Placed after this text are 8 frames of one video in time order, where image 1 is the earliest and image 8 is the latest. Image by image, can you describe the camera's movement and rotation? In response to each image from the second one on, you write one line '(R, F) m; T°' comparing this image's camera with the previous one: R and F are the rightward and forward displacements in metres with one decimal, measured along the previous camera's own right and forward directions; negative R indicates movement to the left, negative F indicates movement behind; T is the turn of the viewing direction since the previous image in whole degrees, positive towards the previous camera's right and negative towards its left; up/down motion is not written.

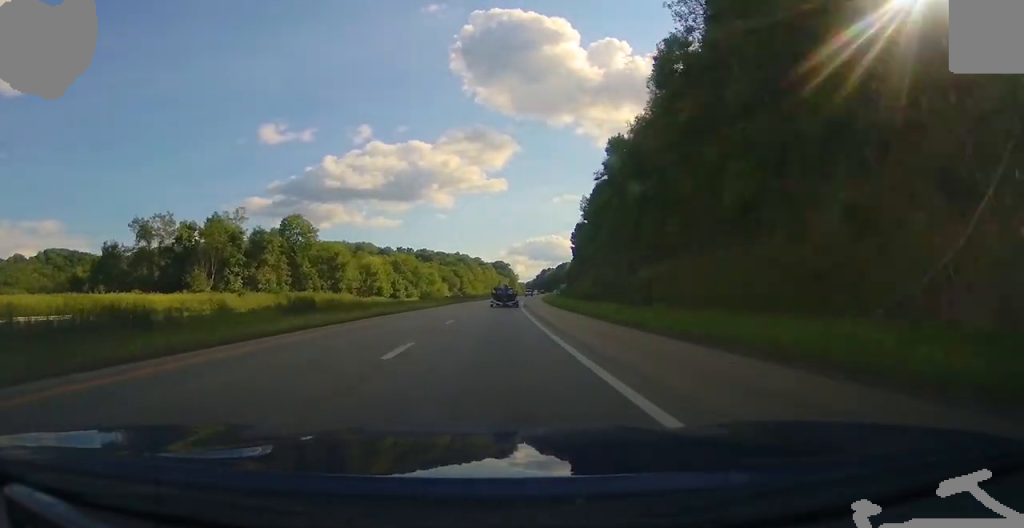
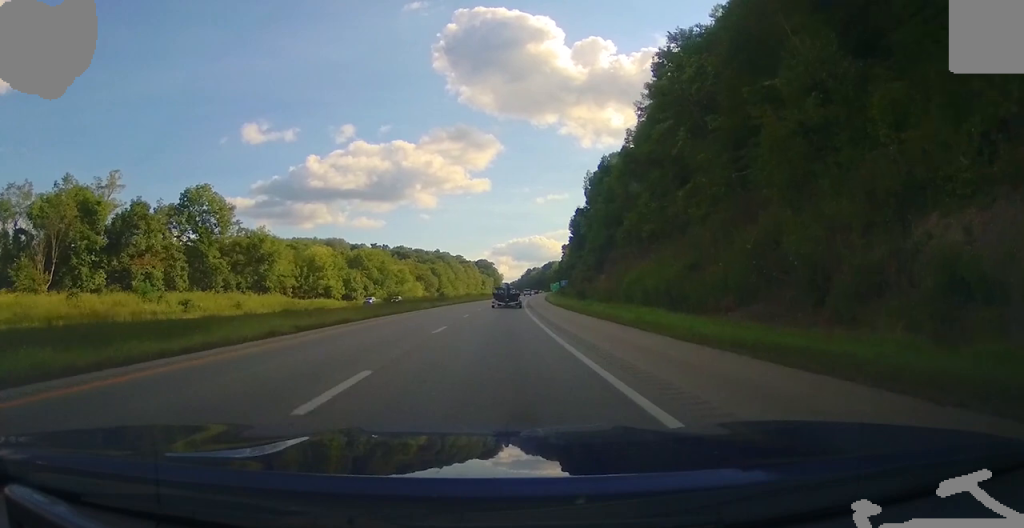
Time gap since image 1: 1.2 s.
(+0.7, +42.0) m; +3°
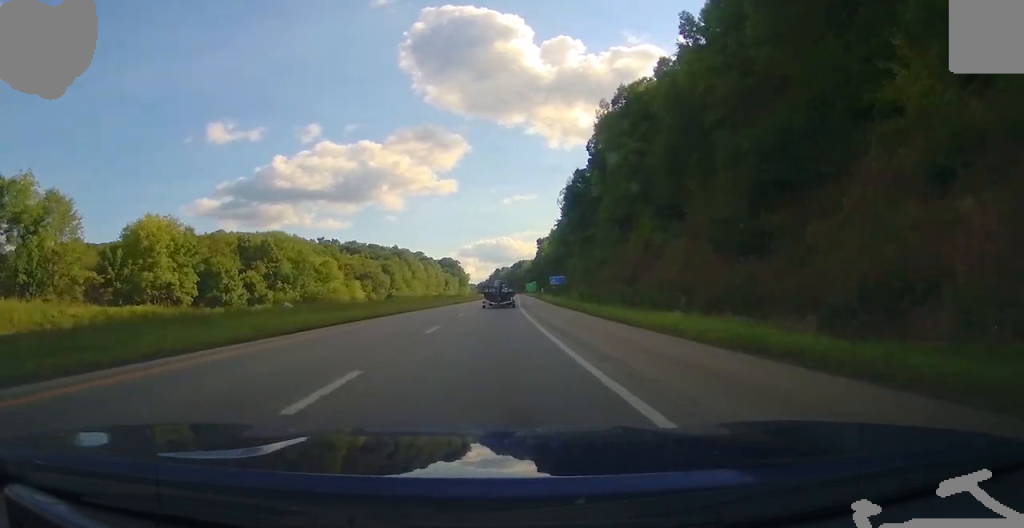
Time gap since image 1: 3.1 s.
(+2.1, +61.2) m; +3°
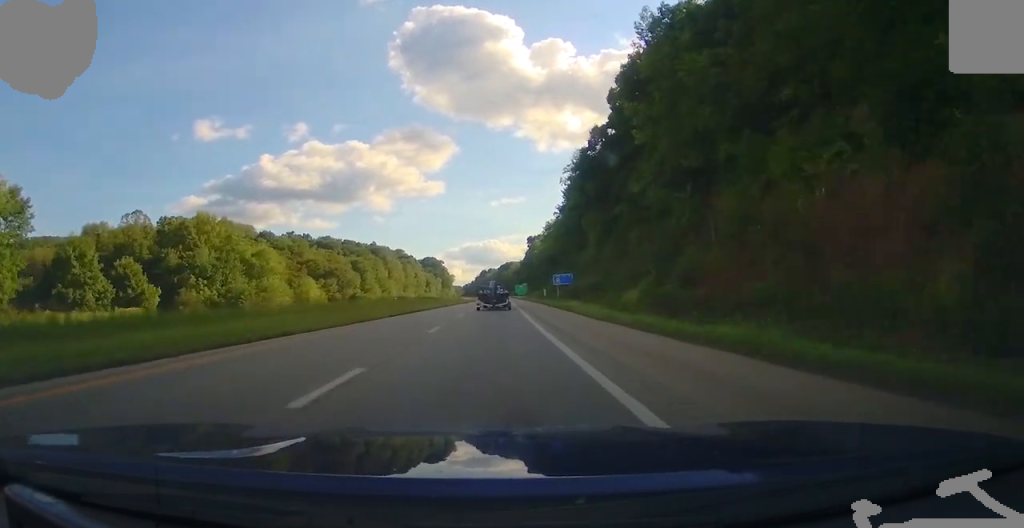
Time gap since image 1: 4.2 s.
(0.0, +36.2) m; +1°
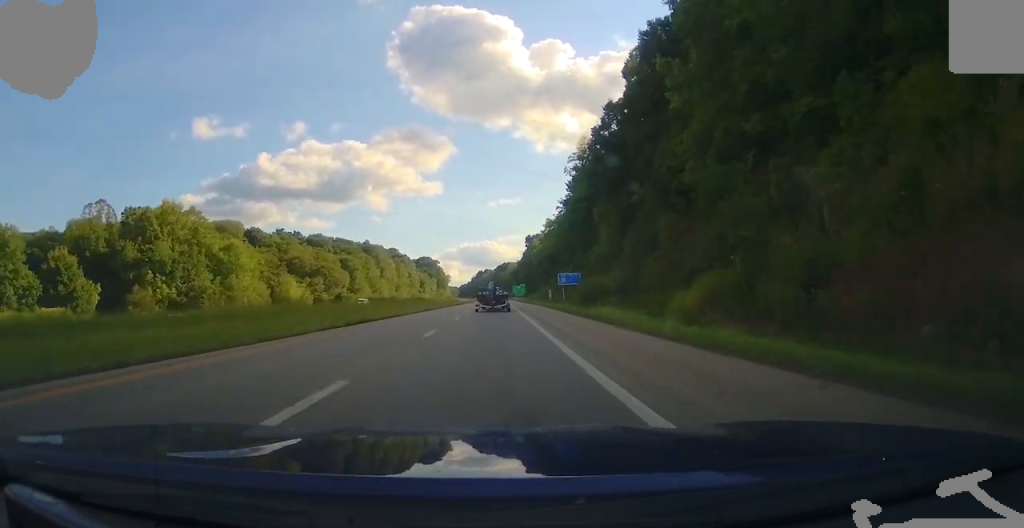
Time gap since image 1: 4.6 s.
(-0.1, +13.1) m; 0°
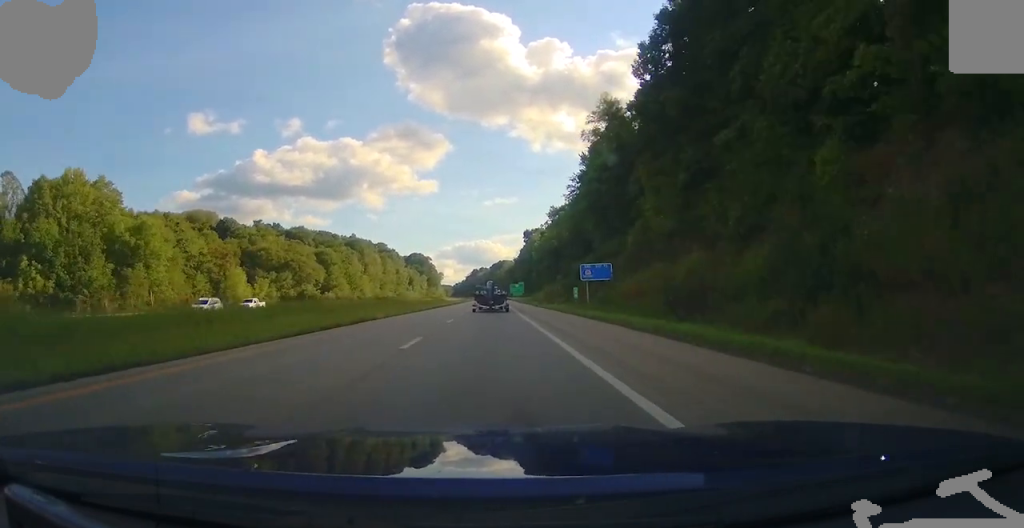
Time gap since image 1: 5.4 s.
(+0.6, +28.6) m; +1°
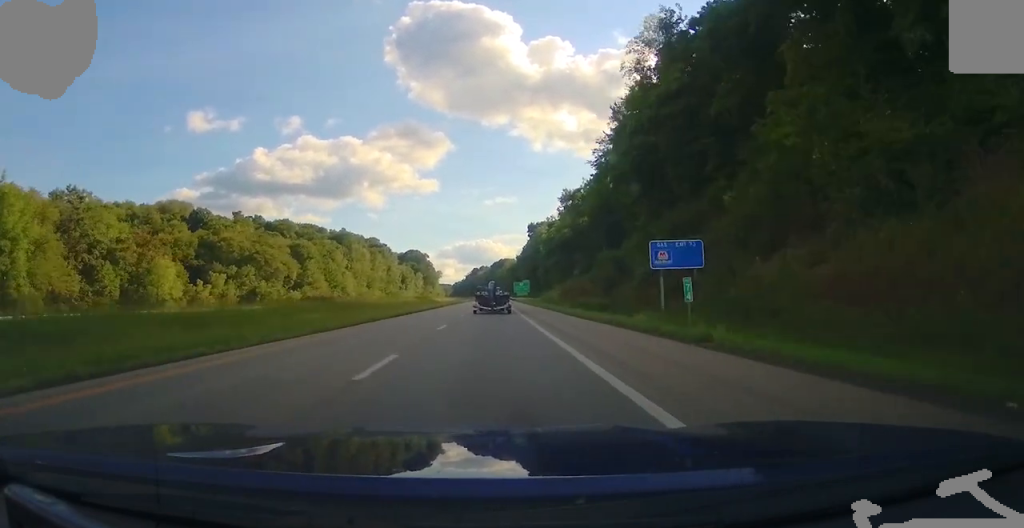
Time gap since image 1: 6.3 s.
(0.0, +29.5) m; 0°
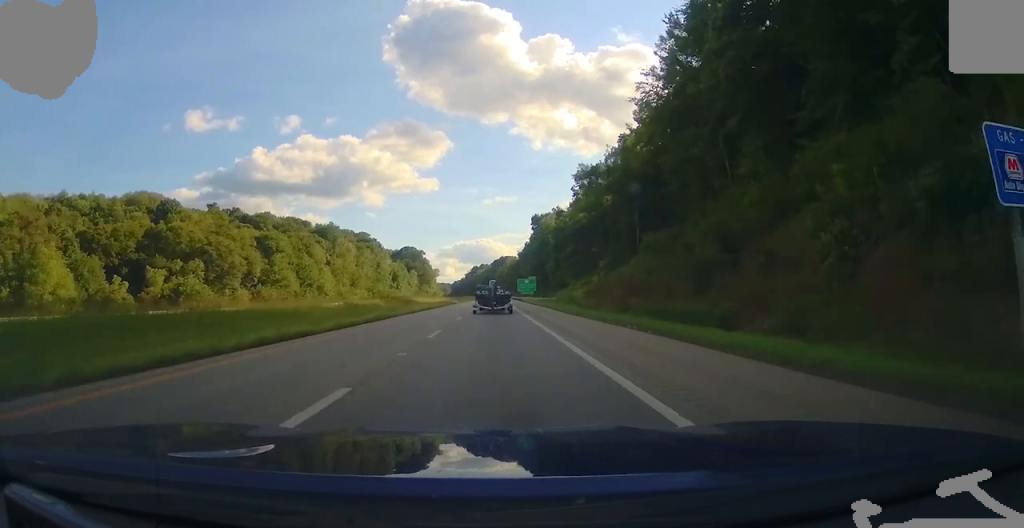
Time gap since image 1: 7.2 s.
(-0.1, +28.3) m; -1°
